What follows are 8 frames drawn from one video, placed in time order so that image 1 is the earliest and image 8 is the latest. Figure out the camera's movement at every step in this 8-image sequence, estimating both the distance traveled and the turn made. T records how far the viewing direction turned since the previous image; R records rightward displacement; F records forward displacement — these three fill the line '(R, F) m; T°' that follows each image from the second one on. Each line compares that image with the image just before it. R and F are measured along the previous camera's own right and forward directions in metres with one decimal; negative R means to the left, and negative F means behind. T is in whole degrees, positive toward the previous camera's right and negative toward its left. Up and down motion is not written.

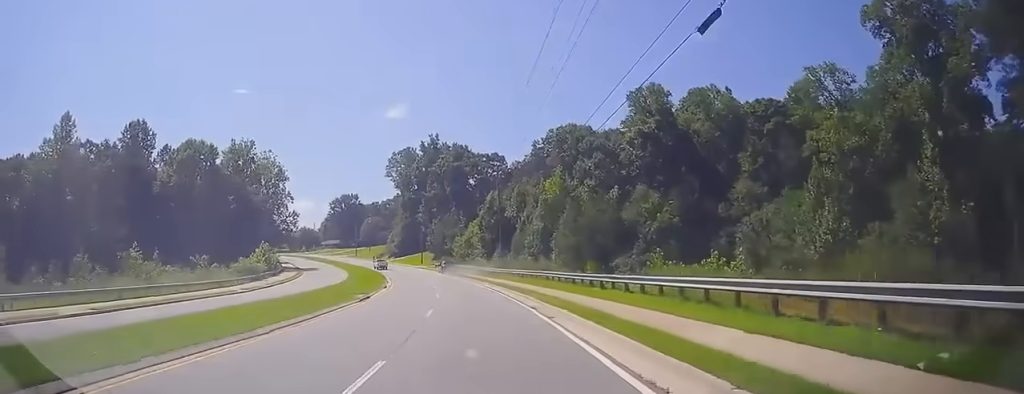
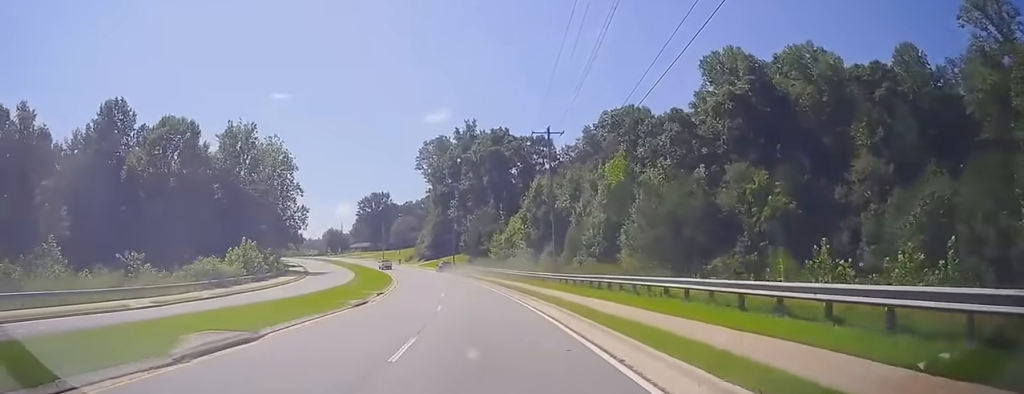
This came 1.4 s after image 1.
(-0.9, +19.4) m; -5°
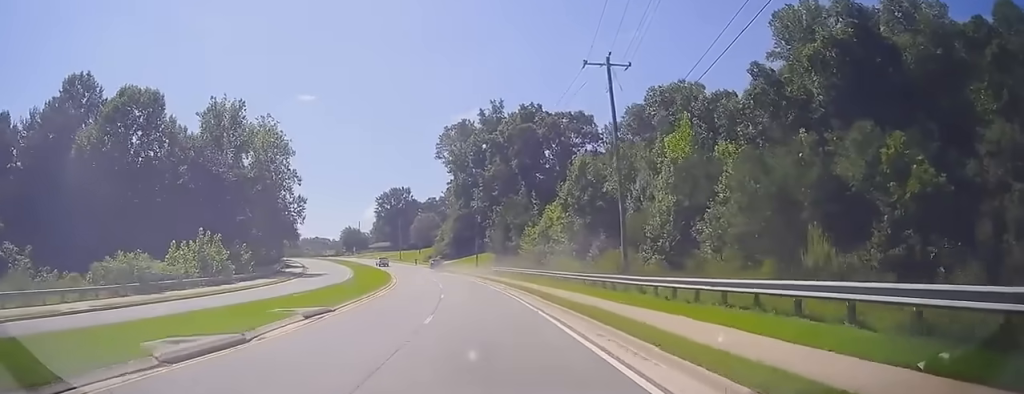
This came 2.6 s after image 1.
(-0.3, +17.3) m; -4°
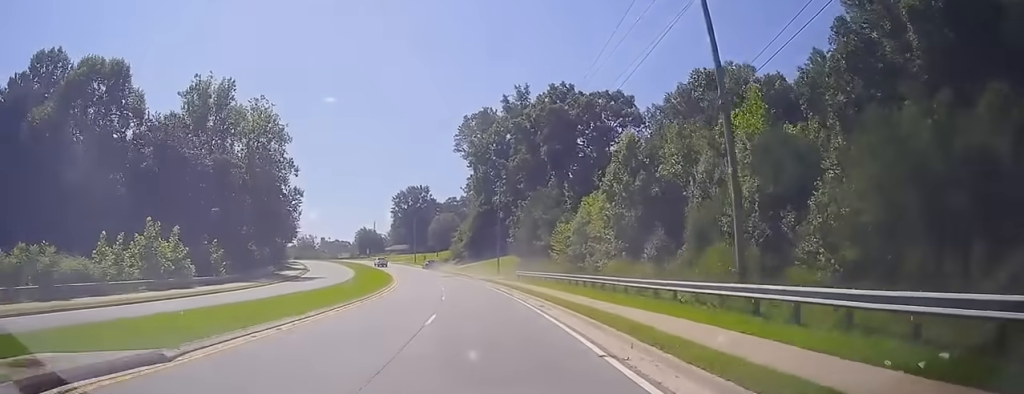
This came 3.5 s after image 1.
(-0.5, +13.0) m; -4°
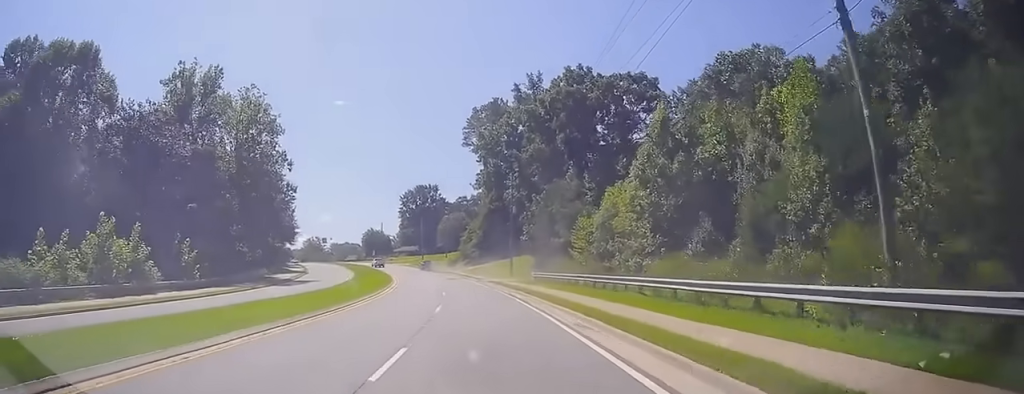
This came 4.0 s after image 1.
(-0.3, +8.1) m; 0°
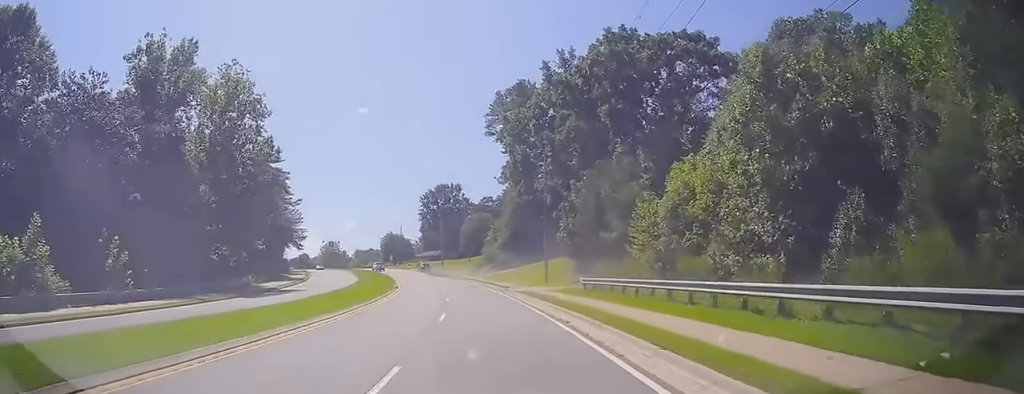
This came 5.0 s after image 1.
(0.0, +14.0) m; -2°
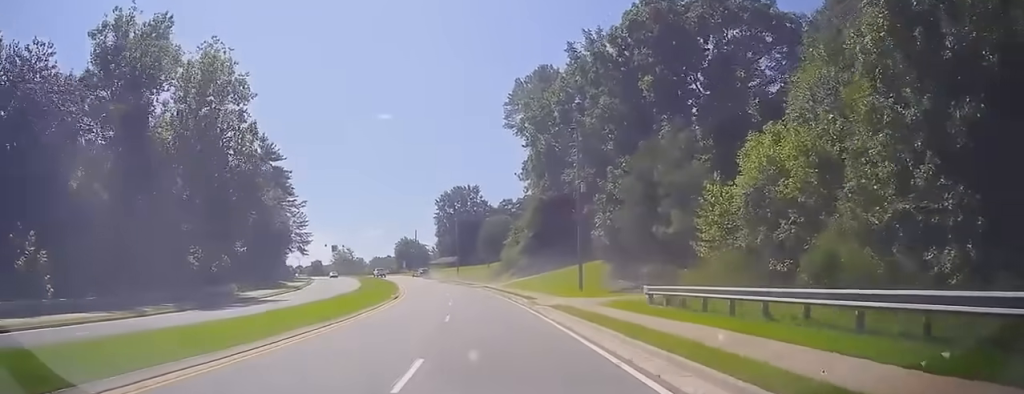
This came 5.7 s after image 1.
(+0.1, +10.3) m; -2°
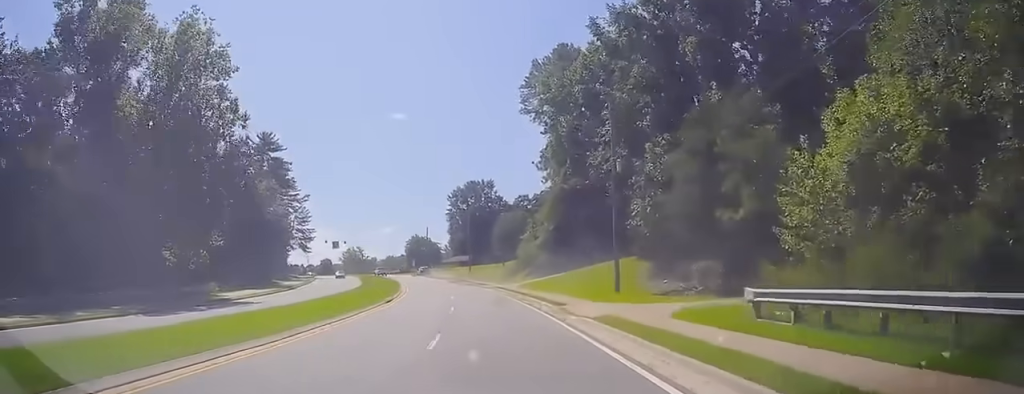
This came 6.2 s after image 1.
(-0.5, +7.6) m; -2°
